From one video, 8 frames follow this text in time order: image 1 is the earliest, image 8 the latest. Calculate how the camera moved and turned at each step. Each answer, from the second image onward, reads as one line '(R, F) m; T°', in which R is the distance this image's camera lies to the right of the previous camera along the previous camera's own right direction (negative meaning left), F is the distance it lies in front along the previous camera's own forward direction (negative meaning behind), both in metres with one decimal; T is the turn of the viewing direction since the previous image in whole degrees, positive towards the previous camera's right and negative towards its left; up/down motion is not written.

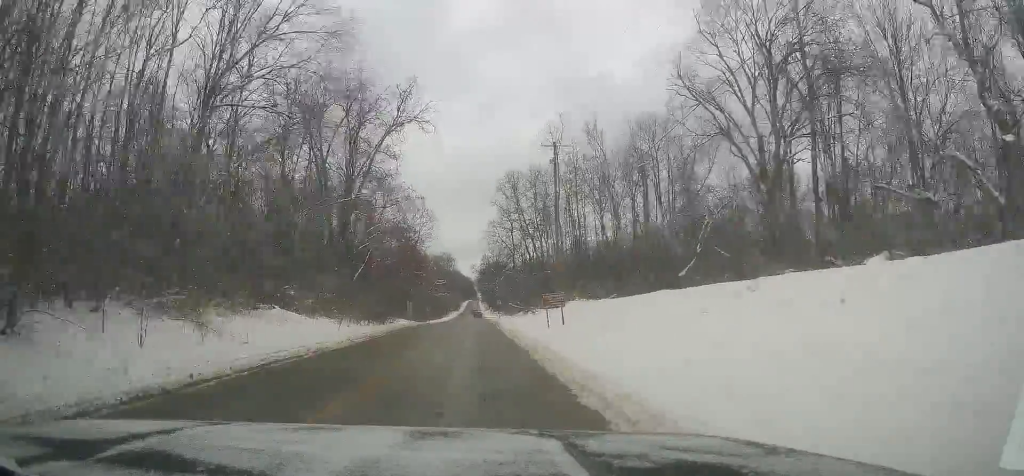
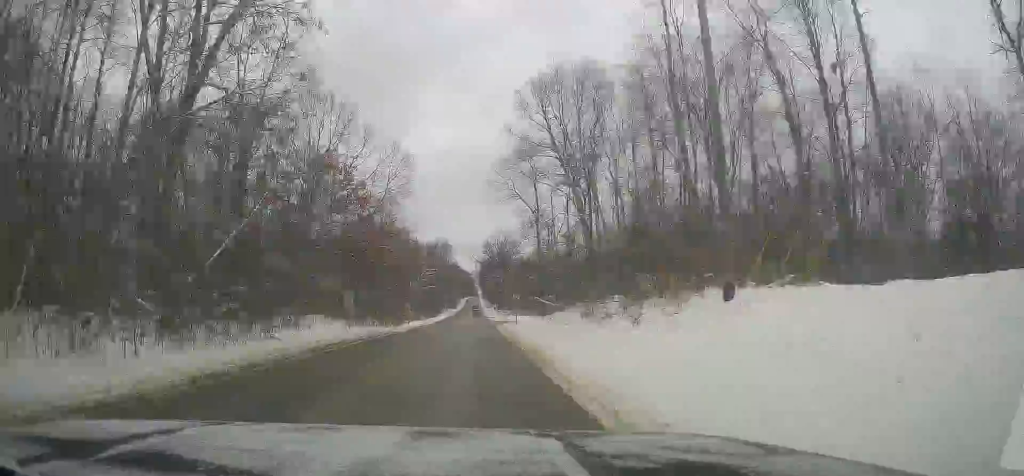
(+0.2, +34.4) m; 0°
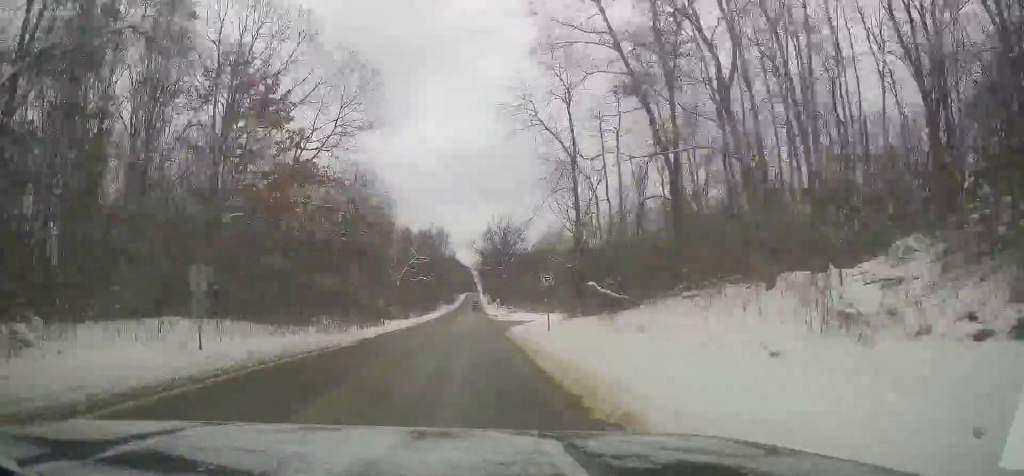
(-0.6, +21.1) m; -1°
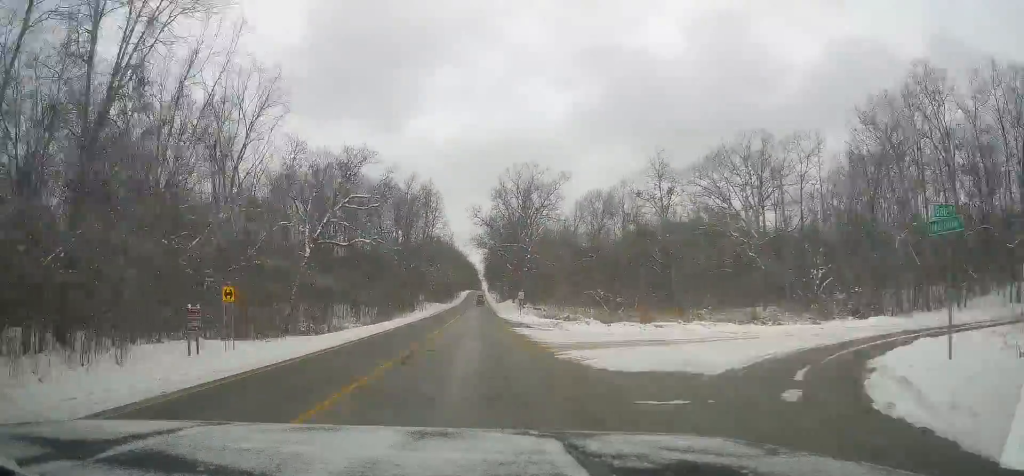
(0.0, +54.7) m; 0°
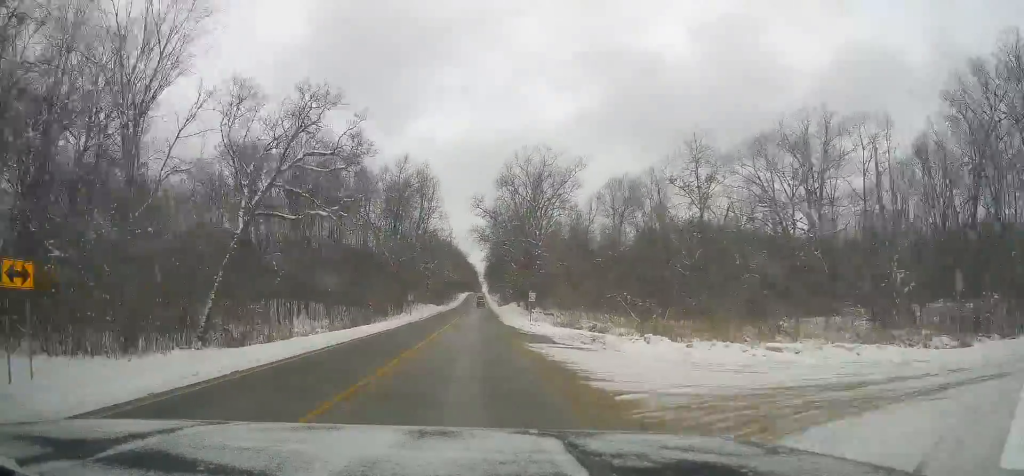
(+0.1, +13.3) m; +1°
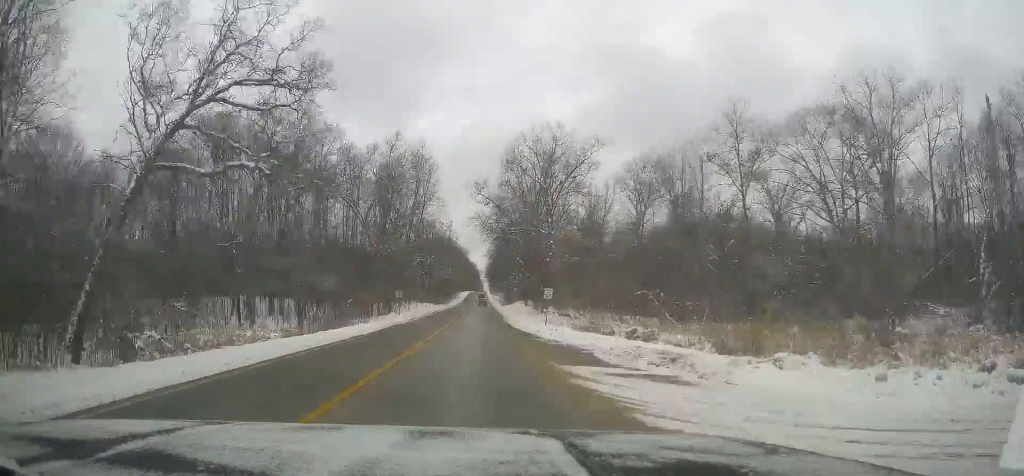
(+0.1, +10.9) m; 0°
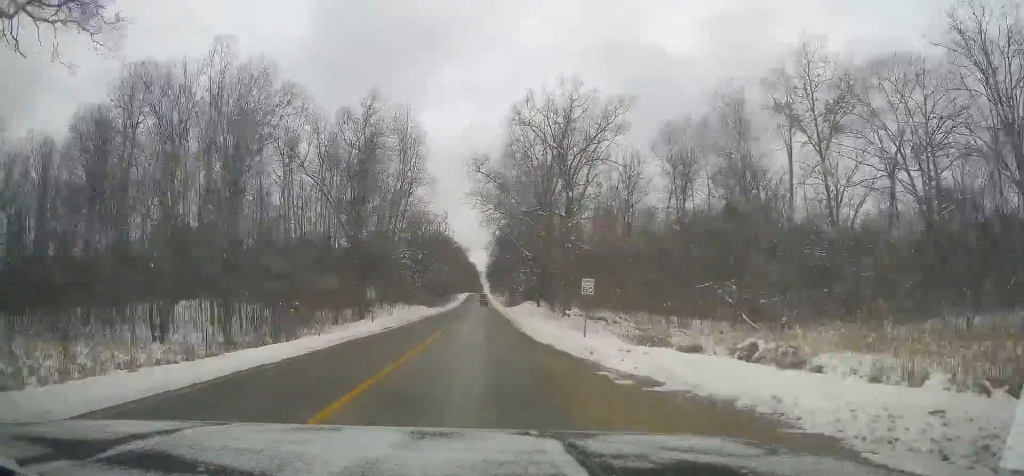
(+0.3, +14.7) m; -1°
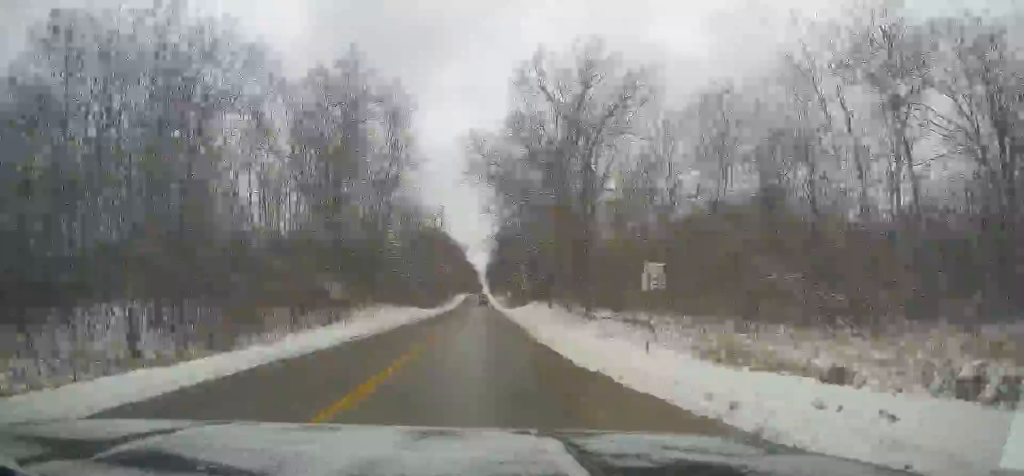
(-0.2, +10.2) m; -1°
